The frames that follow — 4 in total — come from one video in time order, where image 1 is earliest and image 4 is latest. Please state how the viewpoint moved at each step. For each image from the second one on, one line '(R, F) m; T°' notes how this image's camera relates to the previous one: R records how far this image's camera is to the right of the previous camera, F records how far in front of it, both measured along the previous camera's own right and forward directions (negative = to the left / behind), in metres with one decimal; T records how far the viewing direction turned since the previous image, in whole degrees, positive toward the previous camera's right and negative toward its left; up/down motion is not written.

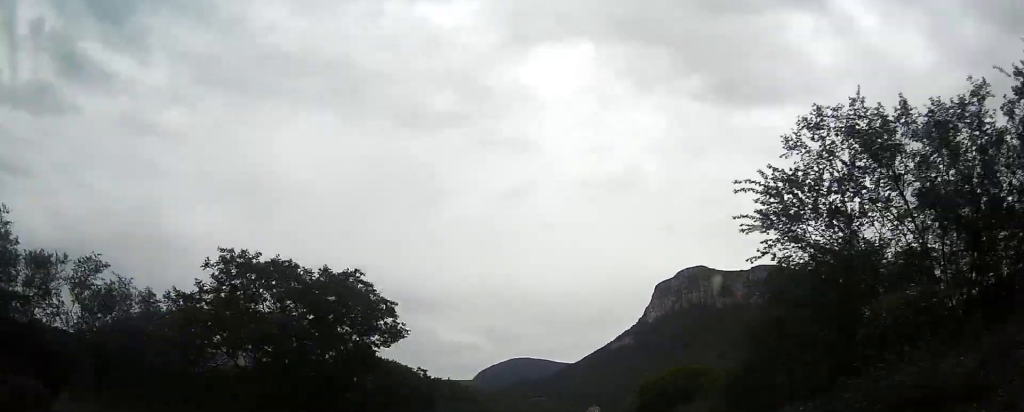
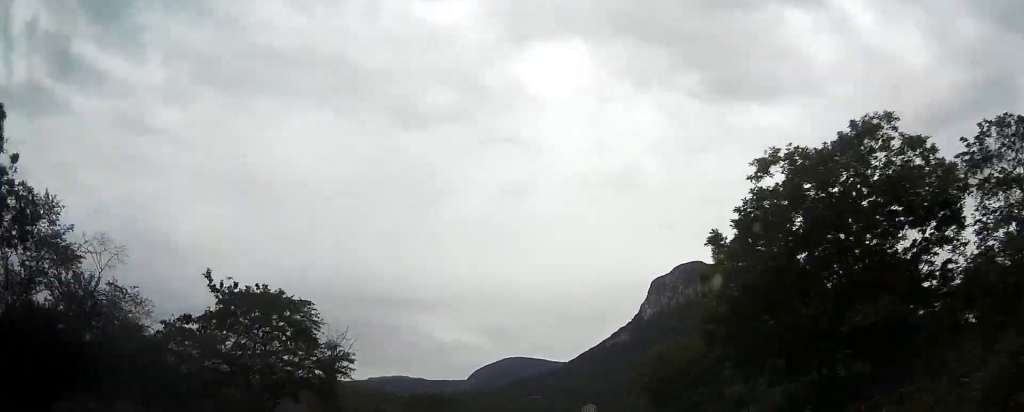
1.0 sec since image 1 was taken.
(0.0, +29.9) m; -1°
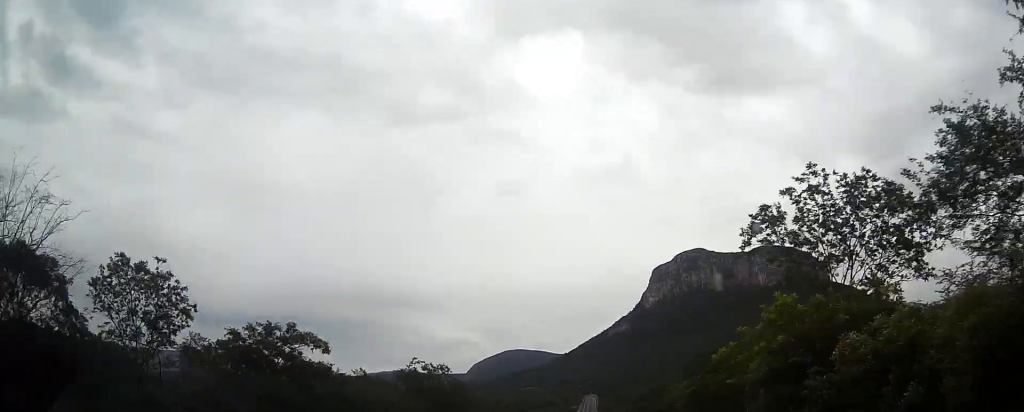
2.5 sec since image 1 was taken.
(-0.2, +43.6) m; 0°
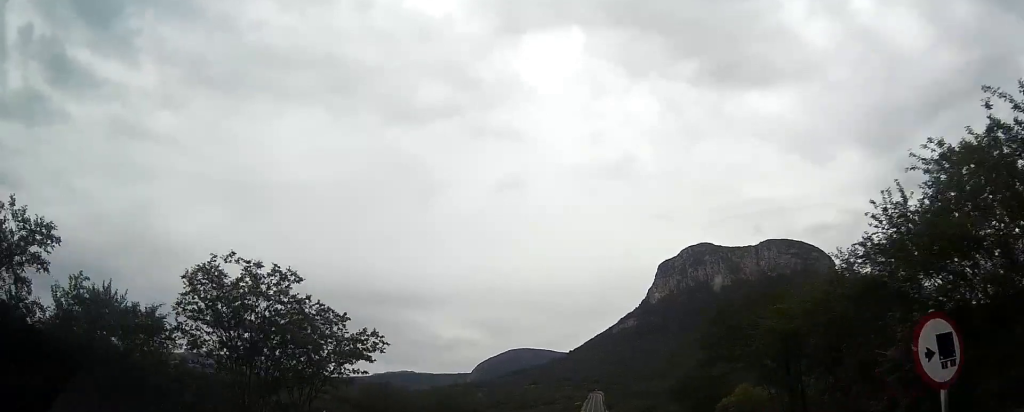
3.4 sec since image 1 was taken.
(0.0, +27.6) m; 0°
